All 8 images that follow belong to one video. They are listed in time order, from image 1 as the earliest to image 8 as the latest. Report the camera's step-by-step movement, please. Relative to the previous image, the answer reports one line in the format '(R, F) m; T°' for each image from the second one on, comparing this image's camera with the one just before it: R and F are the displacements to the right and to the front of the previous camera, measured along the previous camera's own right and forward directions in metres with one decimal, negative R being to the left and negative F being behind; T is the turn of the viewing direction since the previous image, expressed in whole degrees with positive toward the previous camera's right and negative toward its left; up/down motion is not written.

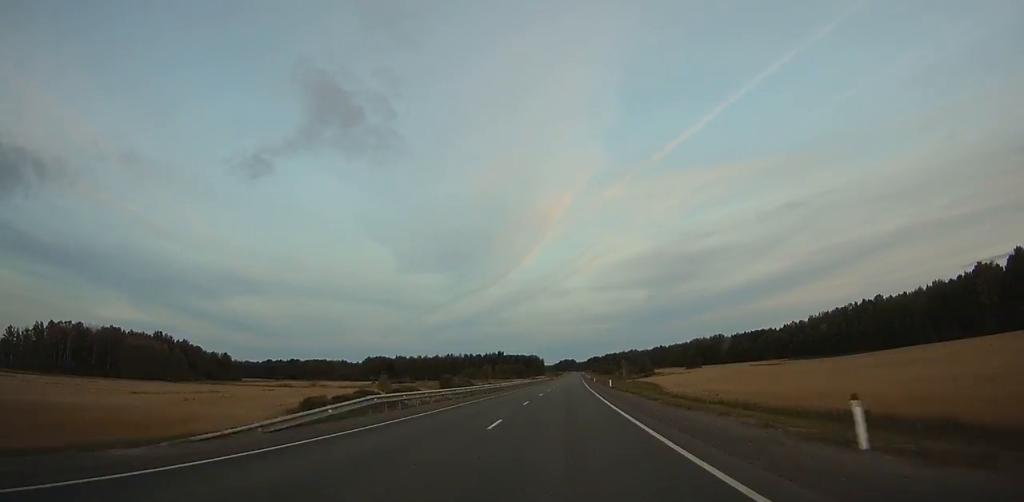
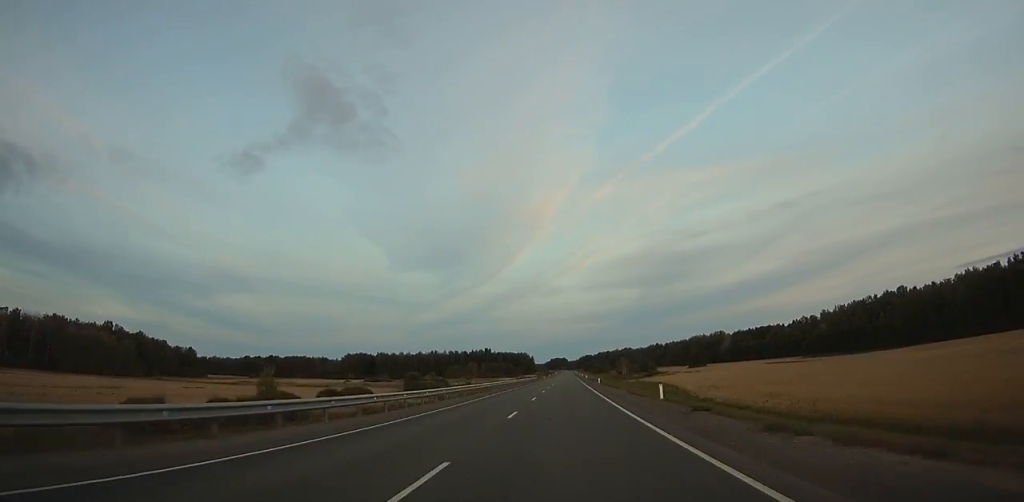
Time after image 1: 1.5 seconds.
(+0.4, +31.3) m; +1°
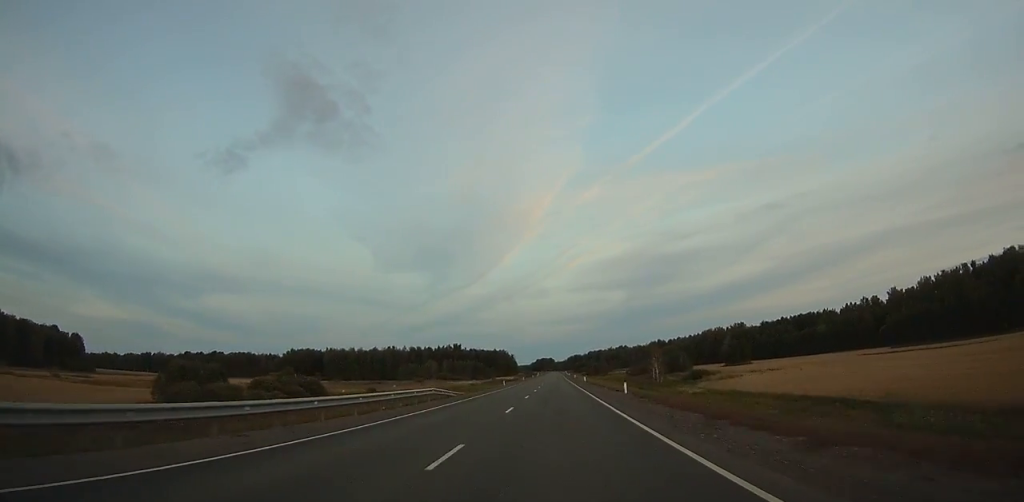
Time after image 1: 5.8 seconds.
(+1.7, +91.2) m; +2°
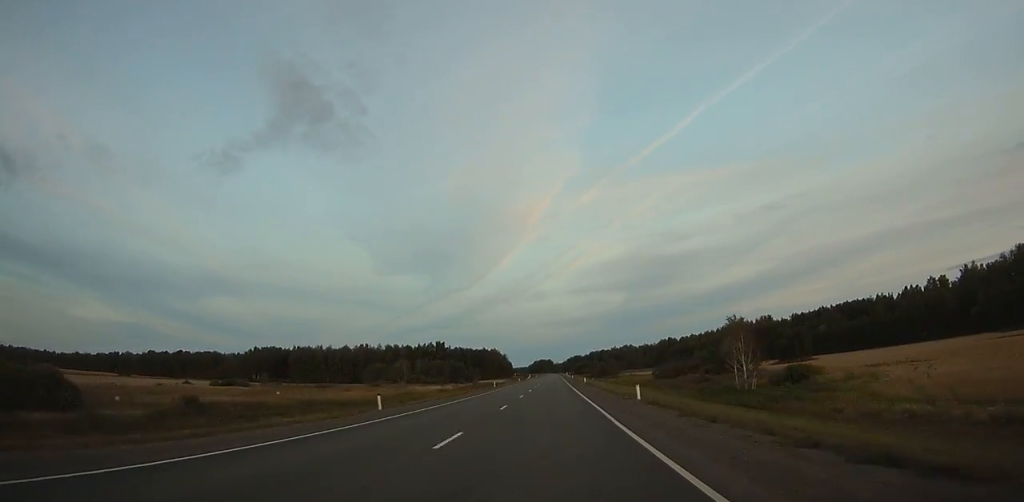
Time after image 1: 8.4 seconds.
(0.0, +56.4) m; 0°
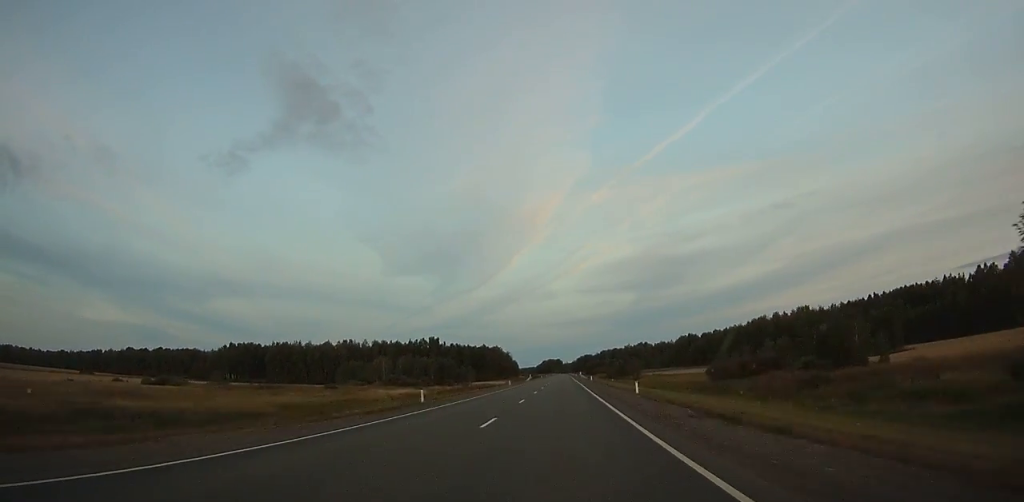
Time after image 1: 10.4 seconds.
(-0.1, +43.3) m; 0°
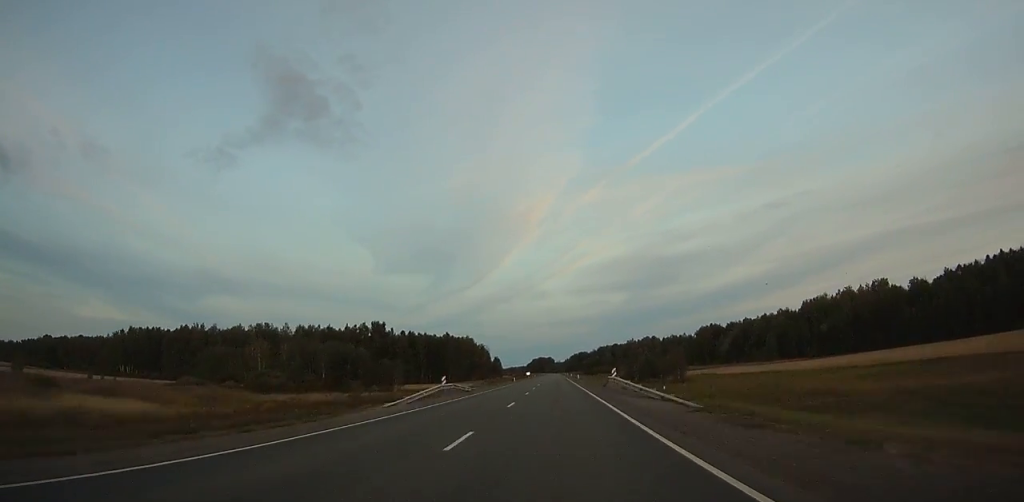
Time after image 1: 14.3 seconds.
(+0.1, +83.0) m; 0°
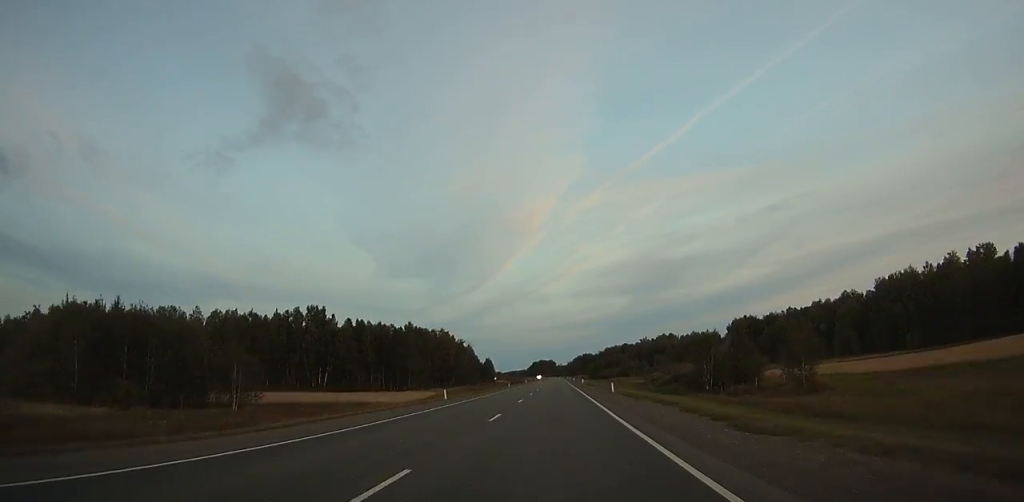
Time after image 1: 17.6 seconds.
(+0.1, +67.2) m; 0°
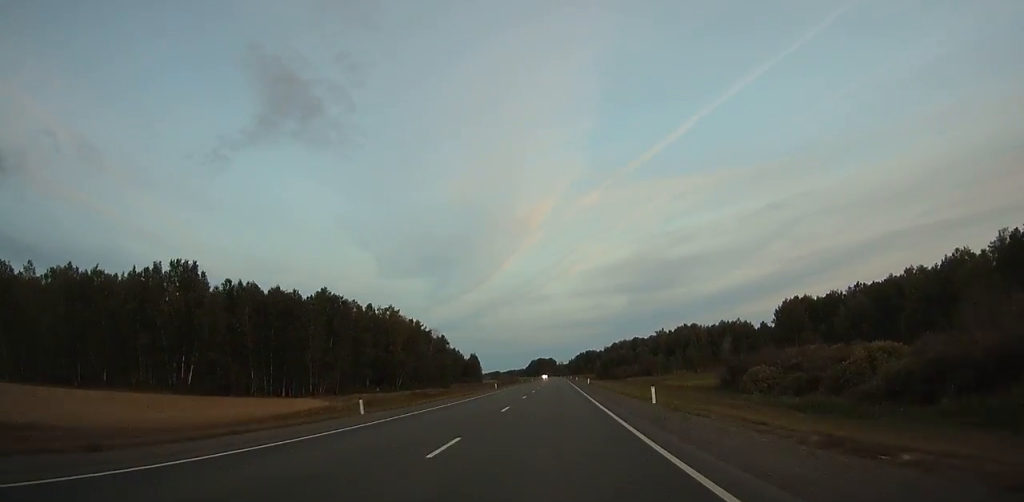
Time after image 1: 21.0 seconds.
(0.0, +67.0) m; 0°
